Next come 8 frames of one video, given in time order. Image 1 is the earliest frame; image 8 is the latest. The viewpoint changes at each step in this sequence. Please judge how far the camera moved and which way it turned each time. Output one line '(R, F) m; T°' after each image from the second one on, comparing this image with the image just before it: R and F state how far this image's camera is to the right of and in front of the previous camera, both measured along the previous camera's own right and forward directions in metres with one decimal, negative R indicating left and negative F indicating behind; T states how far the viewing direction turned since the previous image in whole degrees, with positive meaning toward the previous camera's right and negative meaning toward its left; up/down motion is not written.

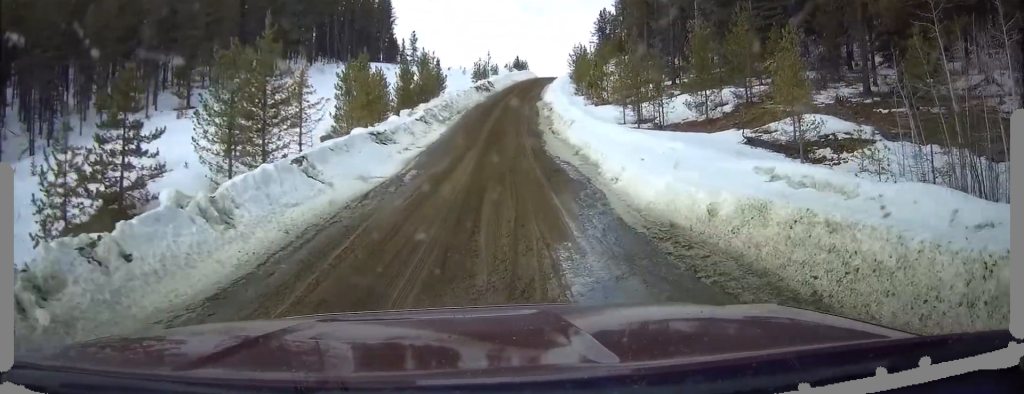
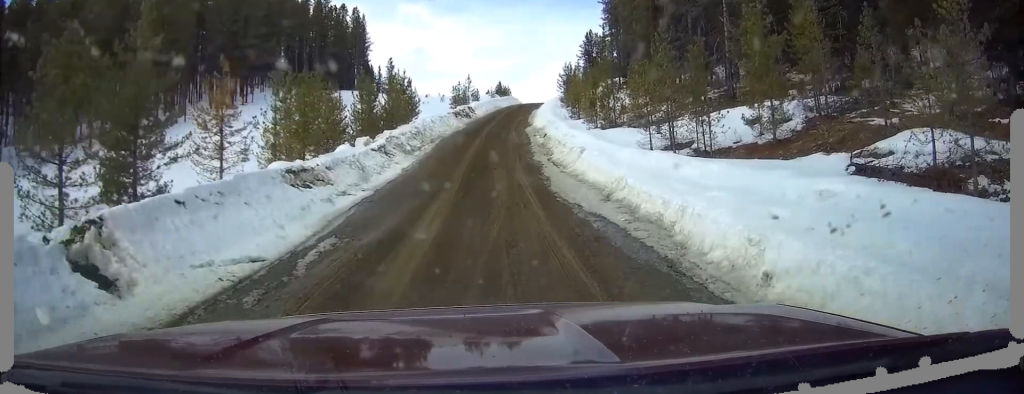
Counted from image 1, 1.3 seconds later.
(-0.1, +8.4) m; +2°
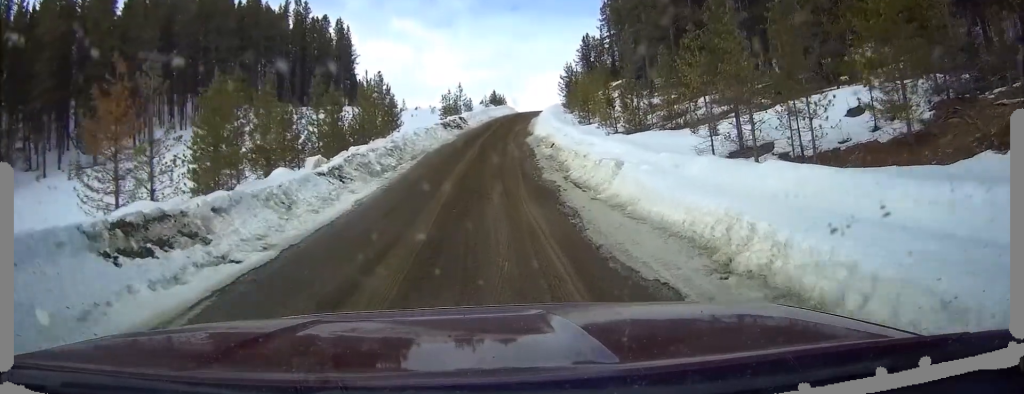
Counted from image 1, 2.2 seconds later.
(+0.2, +6.8) m; +1°
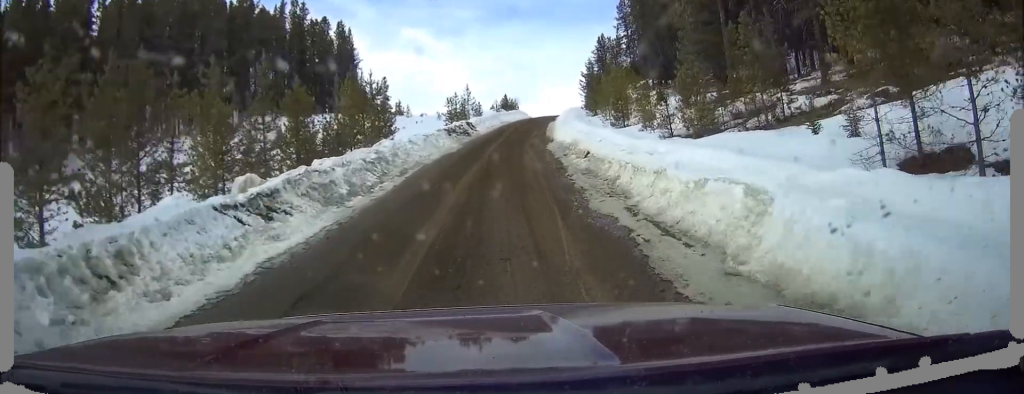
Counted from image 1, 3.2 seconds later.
(-0.1, +6.9) m; -1°
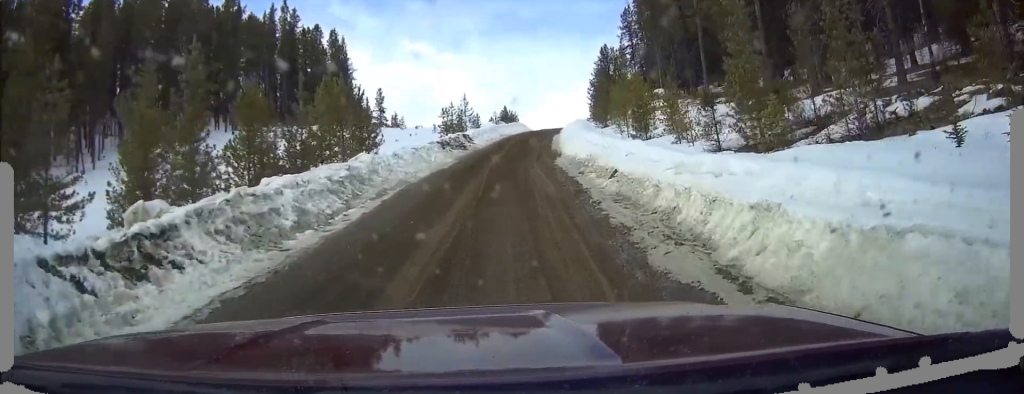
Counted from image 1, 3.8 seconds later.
(0.0, +4.6) m; -1°
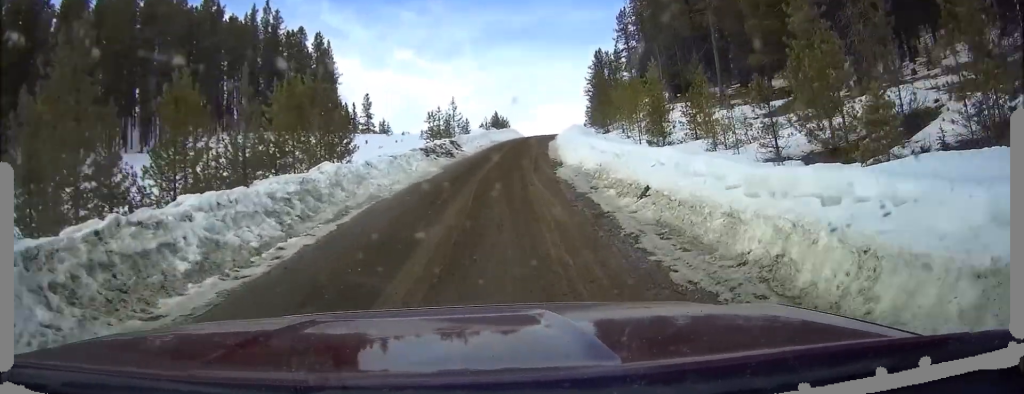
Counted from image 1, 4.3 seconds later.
(0.0, +4.1) m; -1°
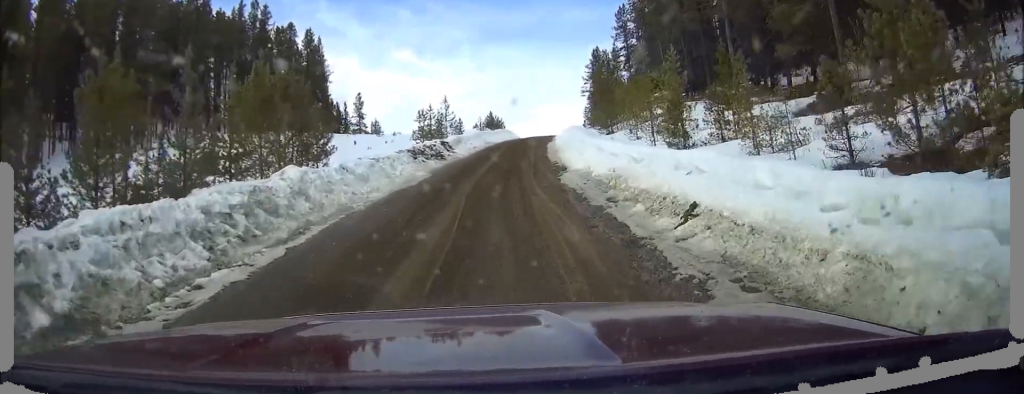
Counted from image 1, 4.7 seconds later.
(-0.1, +3.1) m; 0°
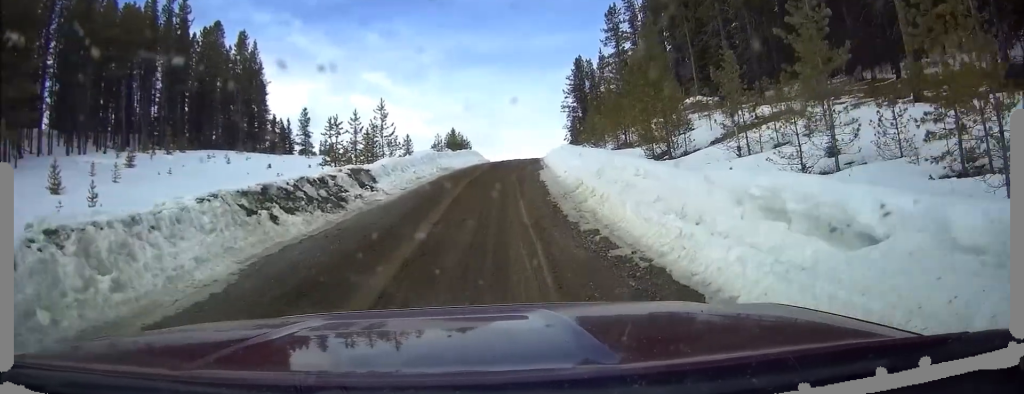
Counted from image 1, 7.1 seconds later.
(+0.7, +17.8) m; +5°
